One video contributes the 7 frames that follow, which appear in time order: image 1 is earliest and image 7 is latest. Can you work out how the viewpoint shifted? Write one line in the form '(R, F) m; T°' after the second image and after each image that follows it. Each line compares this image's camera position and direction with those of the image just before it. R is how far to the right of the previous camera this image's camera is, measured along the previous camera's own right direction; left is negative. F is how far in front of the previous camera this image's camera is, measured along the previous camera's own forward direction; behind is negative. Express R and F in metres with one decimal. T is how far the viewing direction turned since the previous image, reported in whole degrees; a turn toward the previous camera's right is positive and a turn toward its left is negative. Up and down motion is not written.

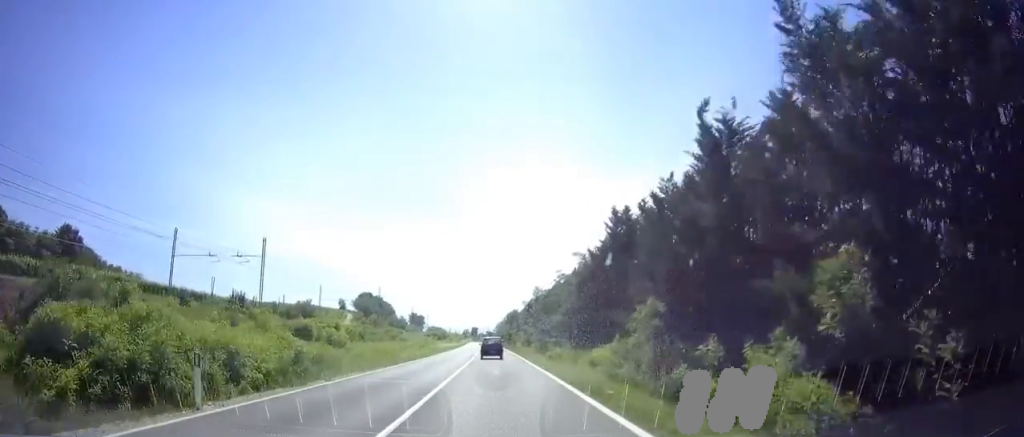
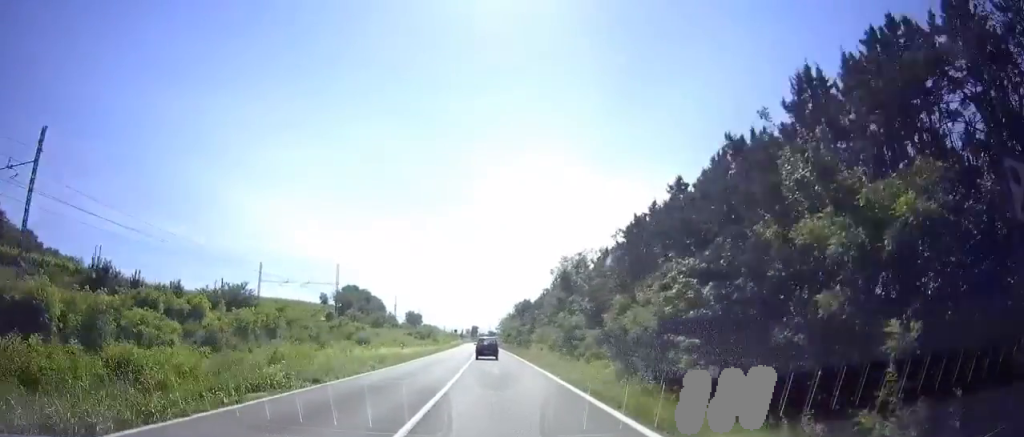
(-0.2, +32.4) m; -1°
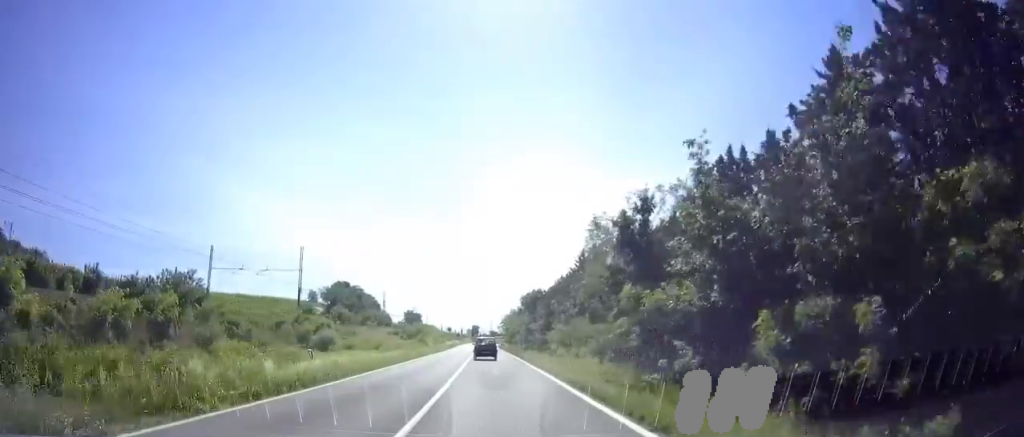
(-0.1, +16.1) m; 0°
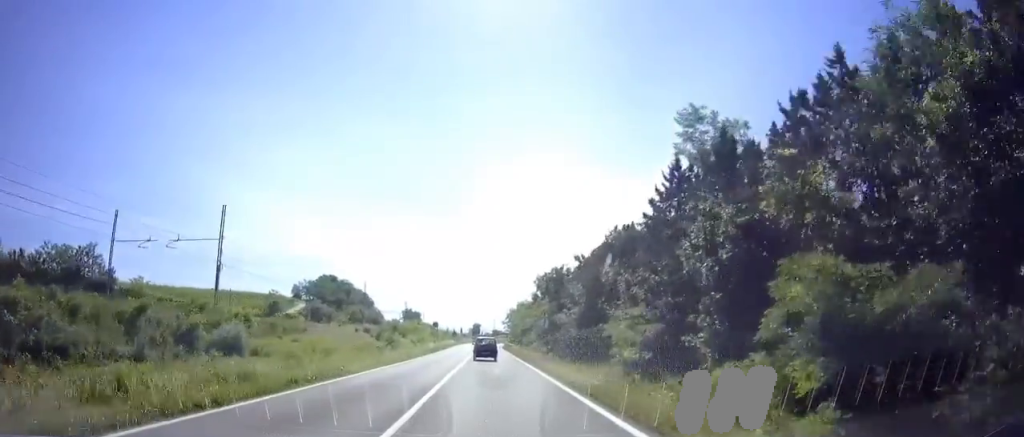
(+0.1, +21.1) m; 0°
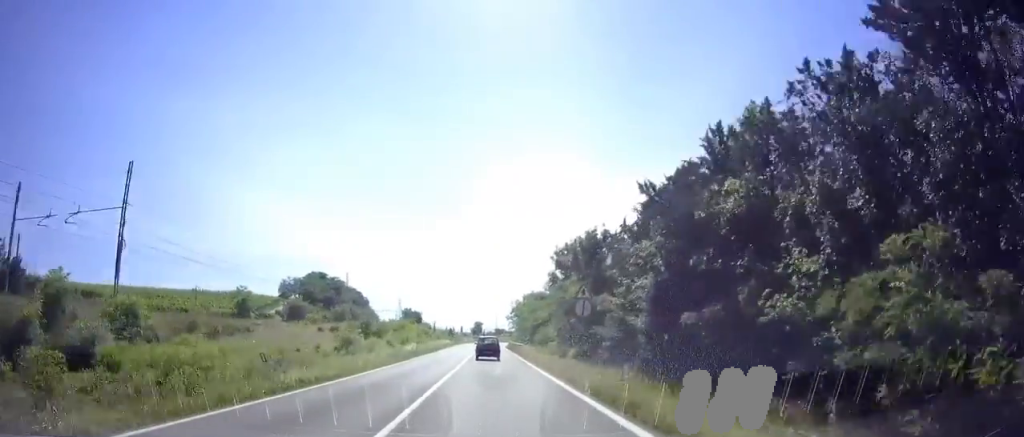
(0.0, +13.6) m; 0°
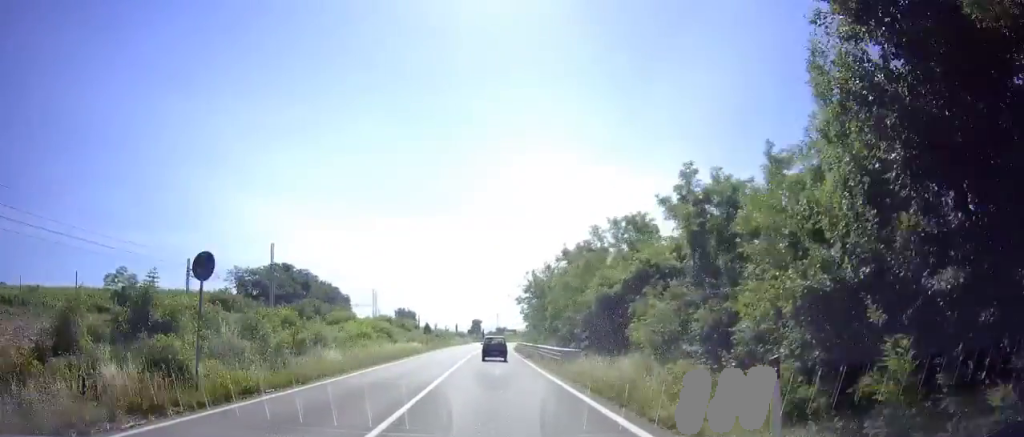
(0.0, +31.0) m; 0°
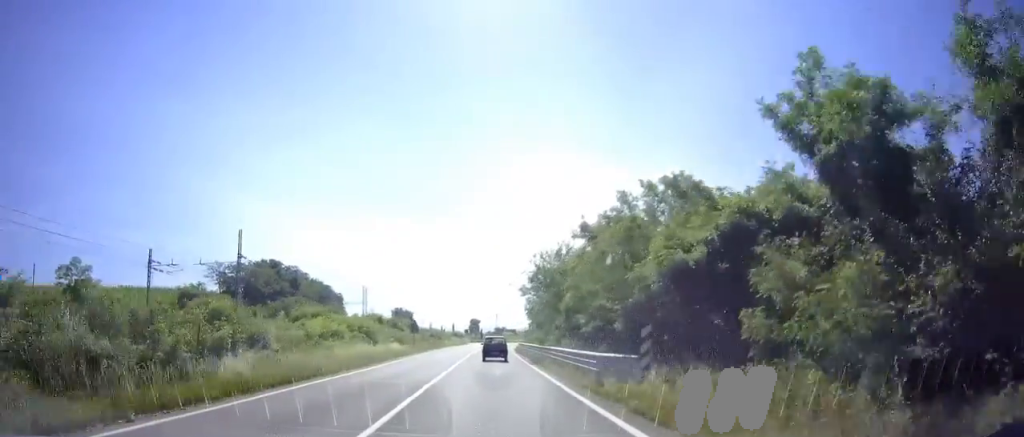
(0.0, +7.8) m; 0°
